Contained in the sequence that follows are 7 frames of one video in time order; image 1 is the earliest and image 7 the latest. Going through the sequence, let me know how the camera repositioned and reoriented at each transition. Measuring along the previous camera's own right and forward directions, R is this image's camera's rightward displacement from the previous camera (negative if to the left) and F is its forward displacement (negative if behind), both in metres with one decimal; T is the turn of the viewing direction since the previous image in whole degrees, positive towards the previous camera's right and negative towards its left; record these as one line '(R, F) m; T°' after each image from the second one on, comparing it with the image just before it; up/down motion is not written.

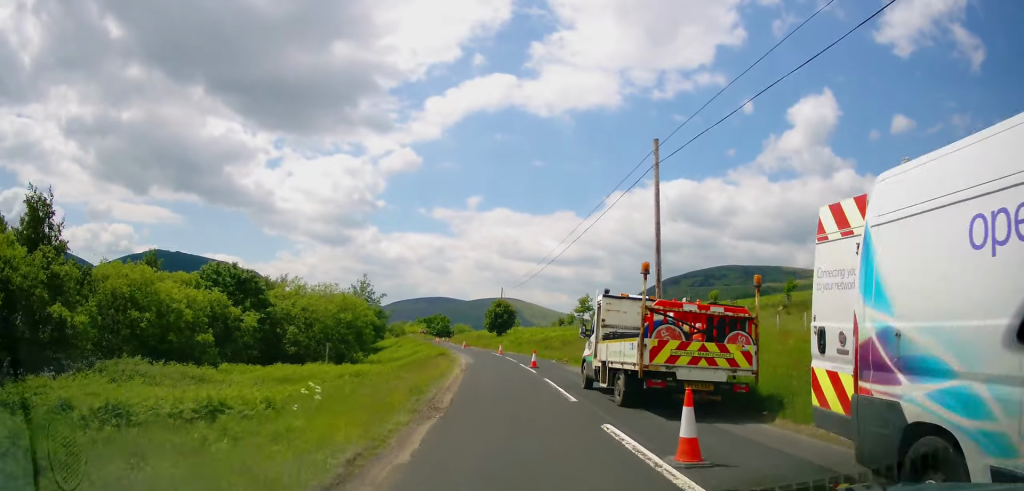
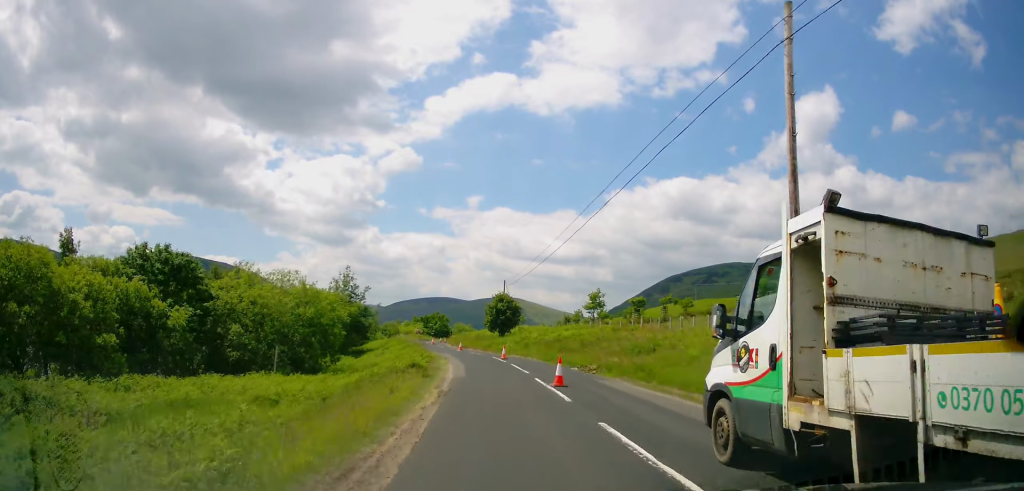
(0.0, +8.9) m; -1°
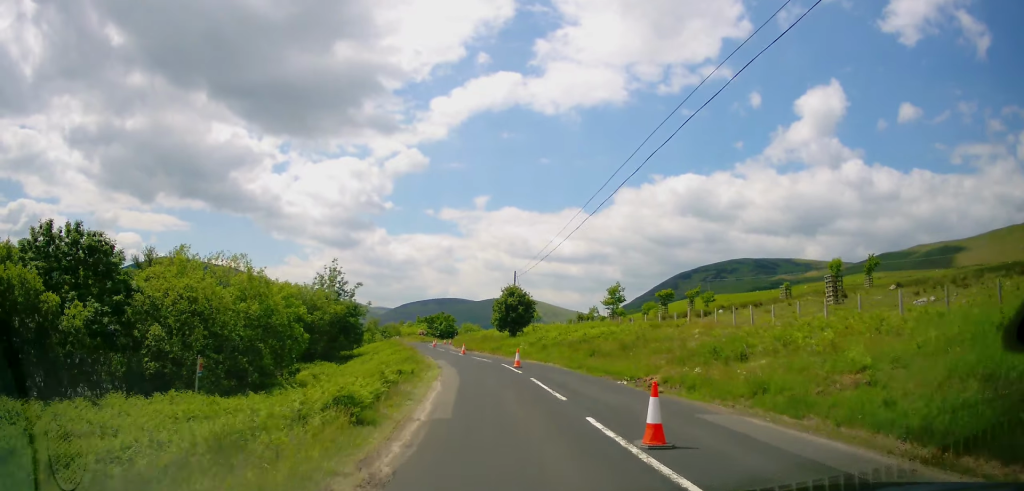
(-0.1, +8.6) m; -1°
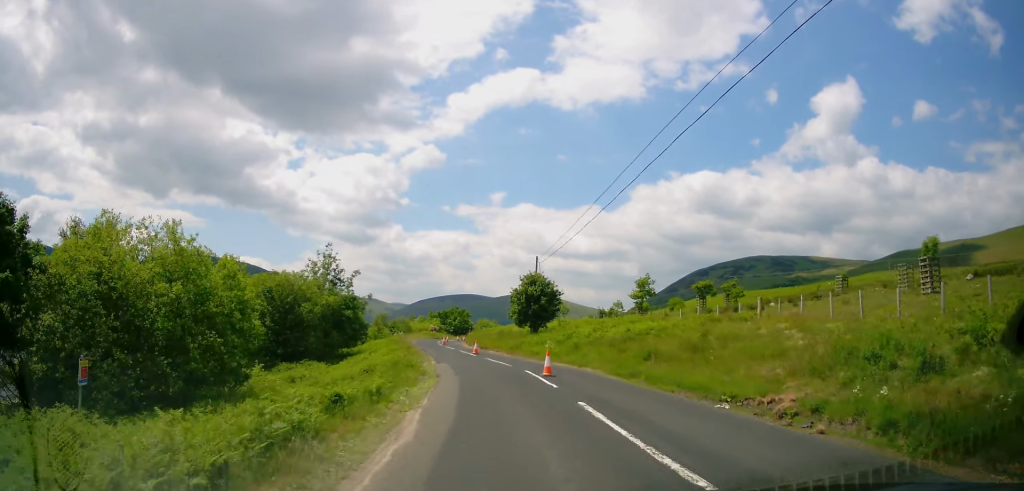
(-0.1, +7.3) m; -2°
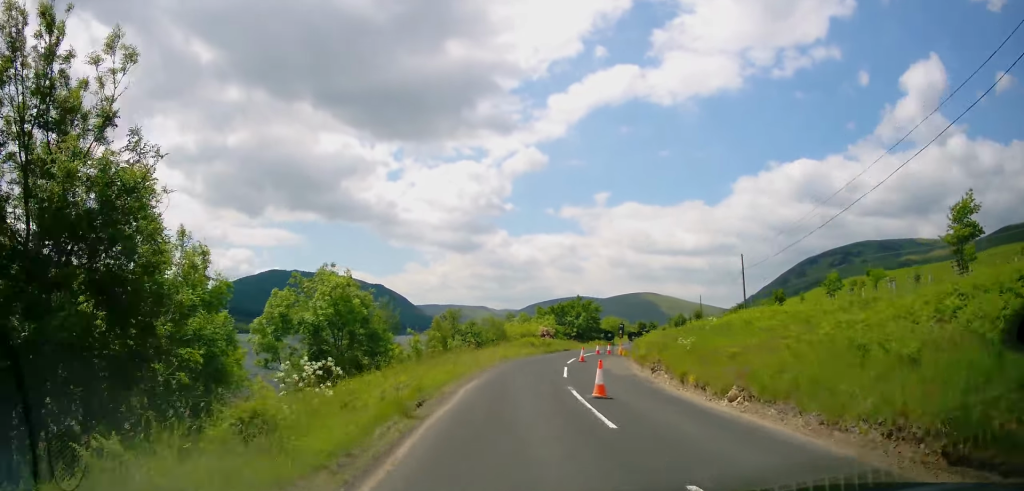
(-3.6, +41.3) m; -8°
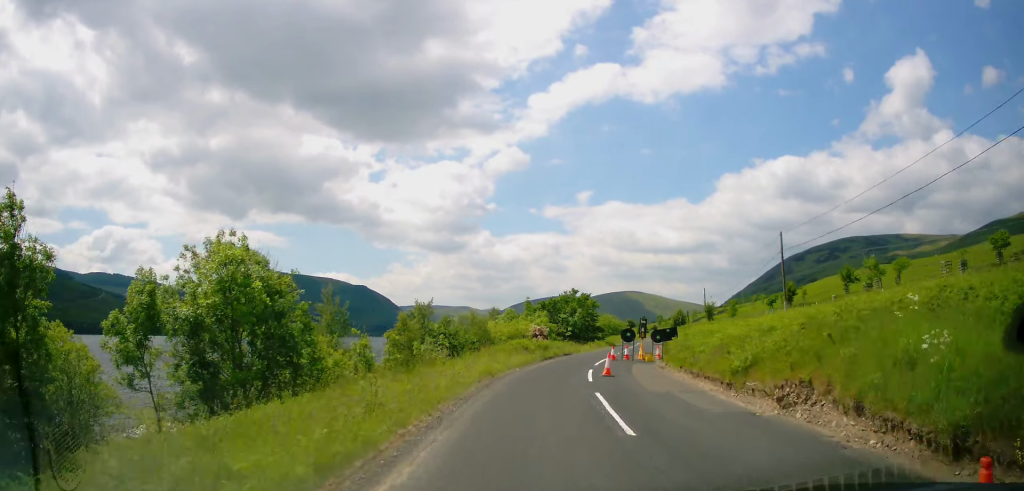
(0.0, +10.5) m; +1°
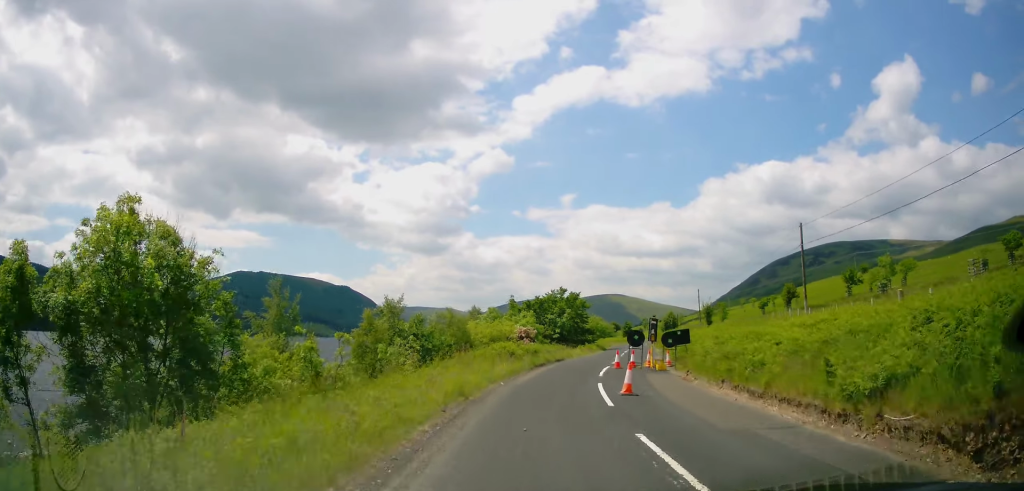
(0.0, +5.5) m; +2°
